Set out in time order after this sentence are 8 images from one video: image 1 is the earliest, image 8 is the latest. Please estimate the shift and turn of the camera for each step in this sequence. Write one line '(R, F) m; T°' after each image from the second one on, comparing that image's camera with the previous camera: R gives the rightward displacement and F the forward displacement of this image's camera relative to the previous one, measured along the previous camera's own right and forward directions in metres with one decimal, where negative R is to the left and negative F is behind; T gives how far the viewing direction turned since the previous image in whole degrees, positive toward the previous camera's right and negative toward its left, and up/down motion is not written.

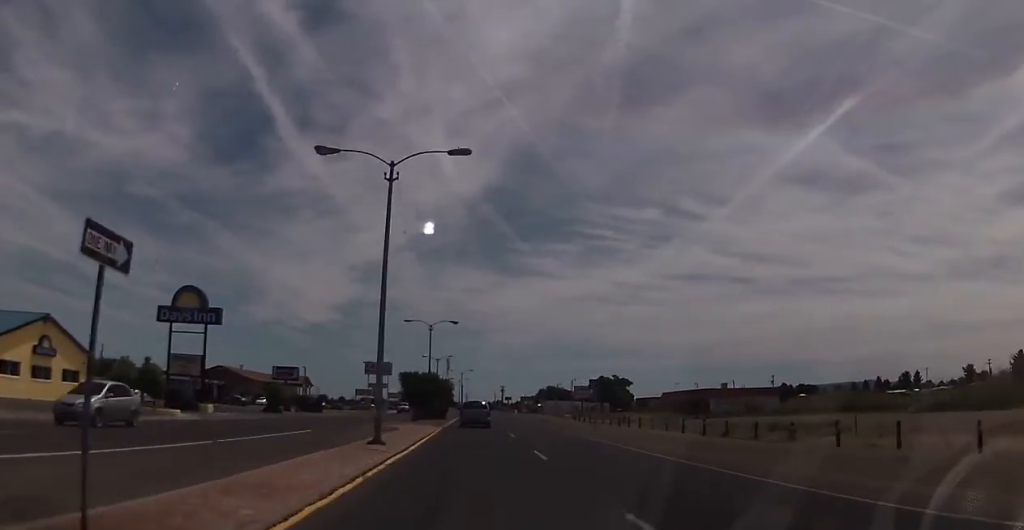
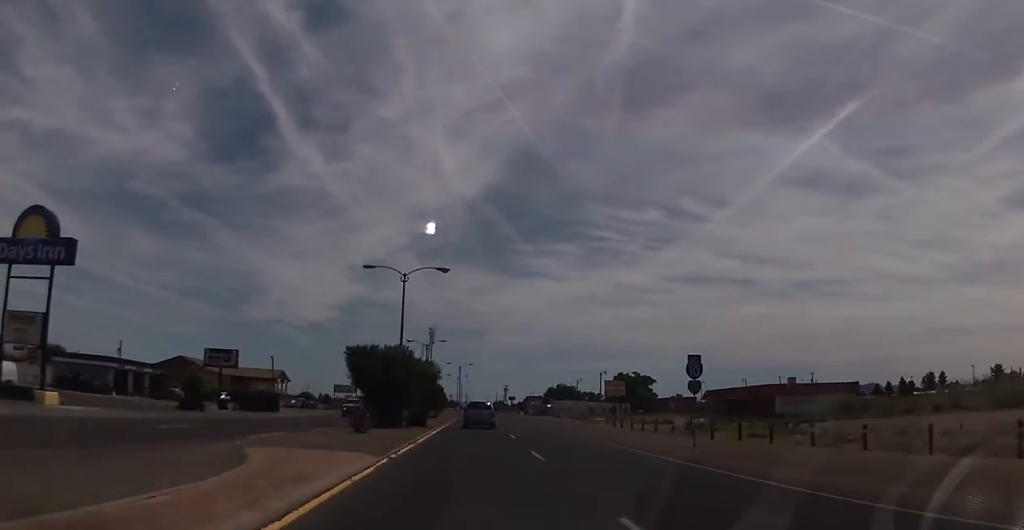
(0.0, +24.8) m; 0°
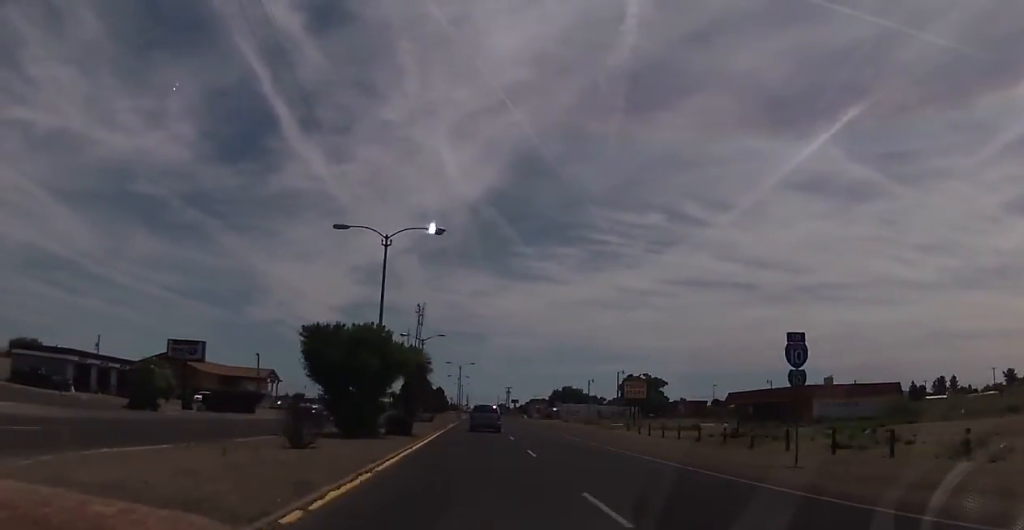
(0.0, +9.3) m; 0°
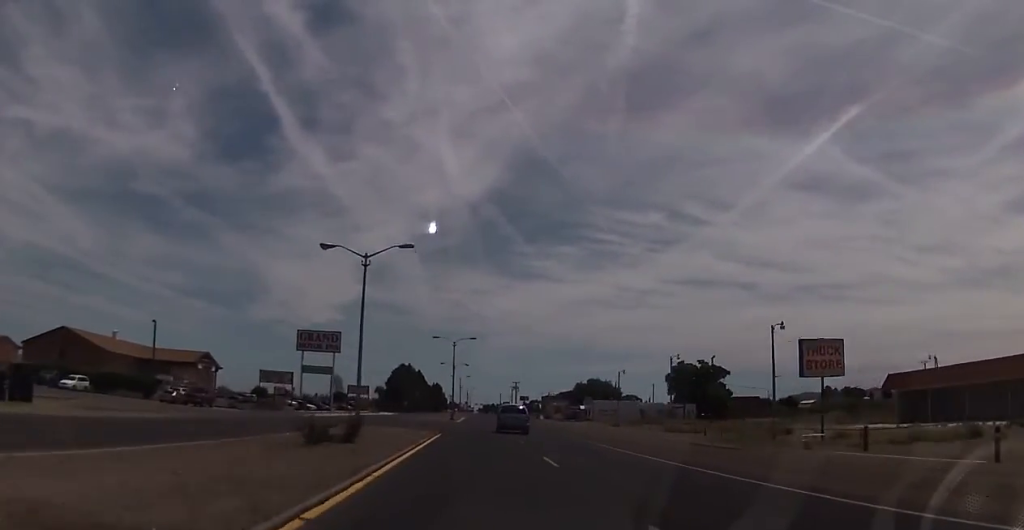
(0.0, +39.8) m; 0°
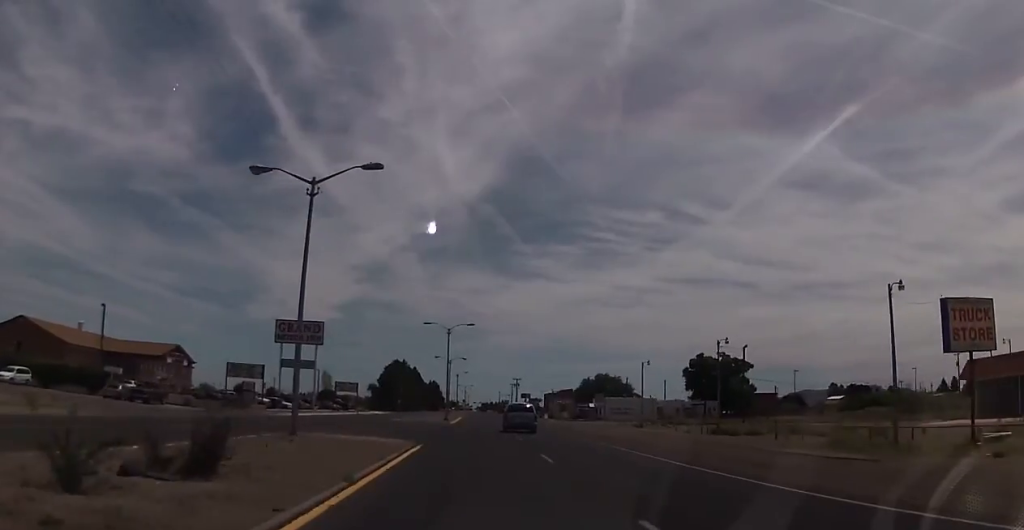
(0.0, +11.4) m; 0°
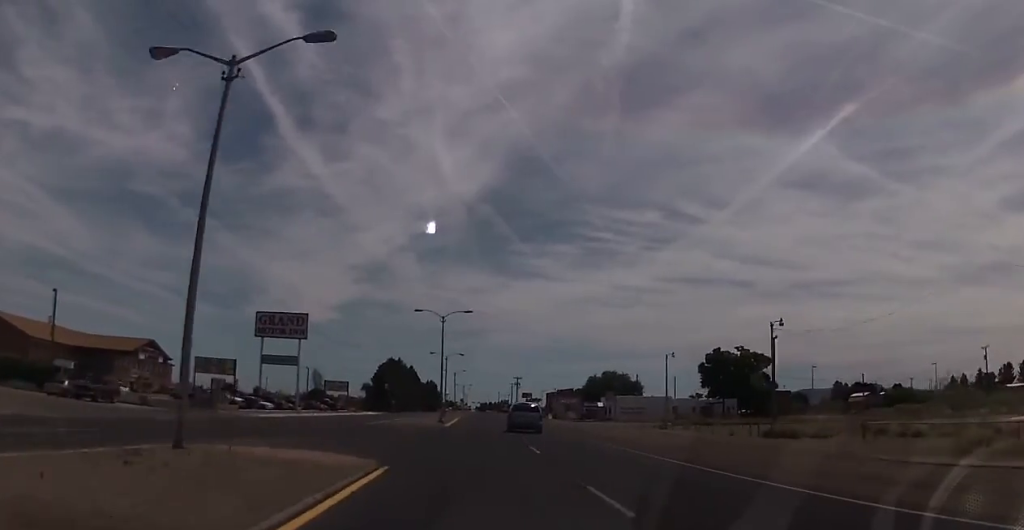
(0.0, +8.7) m; 0°
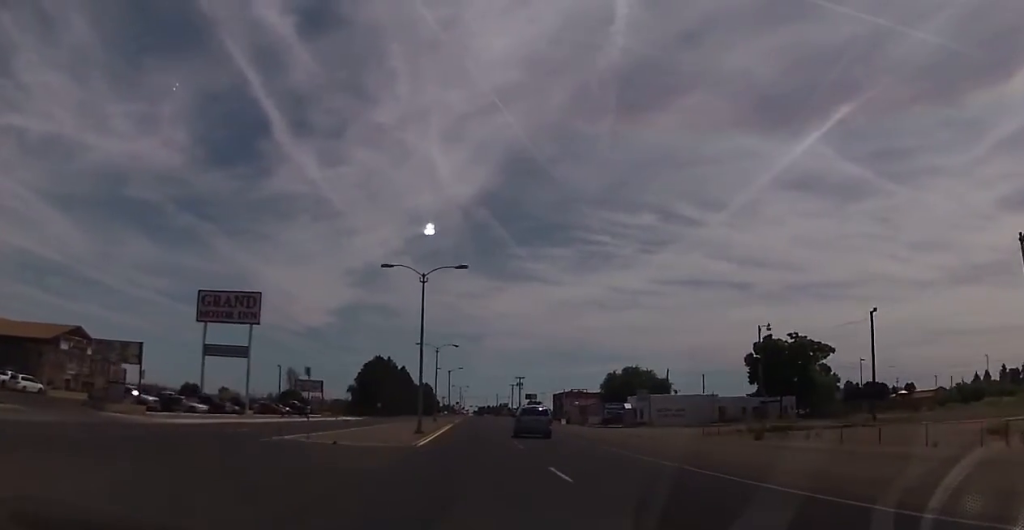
(0.0, +19.6) m; 0°
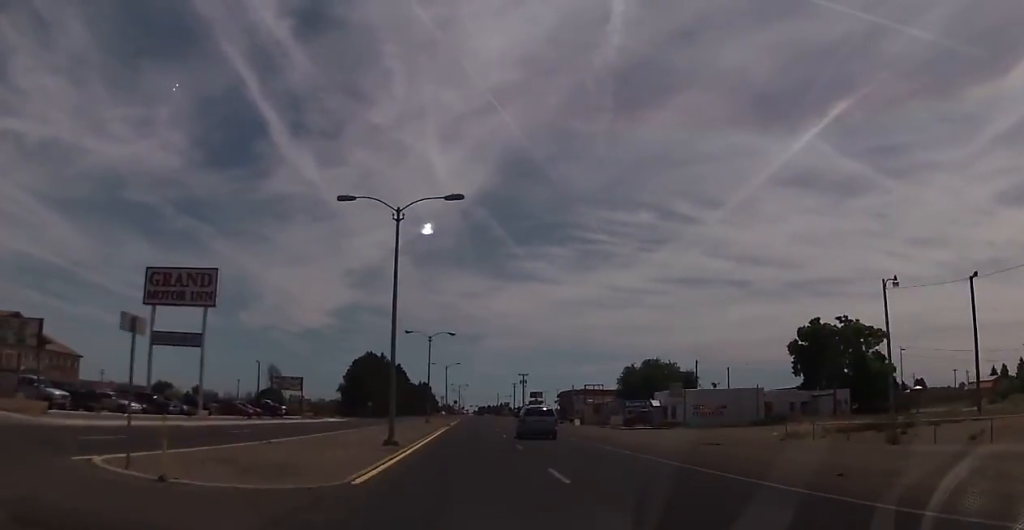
(0.0, +12.7) m; 0°
